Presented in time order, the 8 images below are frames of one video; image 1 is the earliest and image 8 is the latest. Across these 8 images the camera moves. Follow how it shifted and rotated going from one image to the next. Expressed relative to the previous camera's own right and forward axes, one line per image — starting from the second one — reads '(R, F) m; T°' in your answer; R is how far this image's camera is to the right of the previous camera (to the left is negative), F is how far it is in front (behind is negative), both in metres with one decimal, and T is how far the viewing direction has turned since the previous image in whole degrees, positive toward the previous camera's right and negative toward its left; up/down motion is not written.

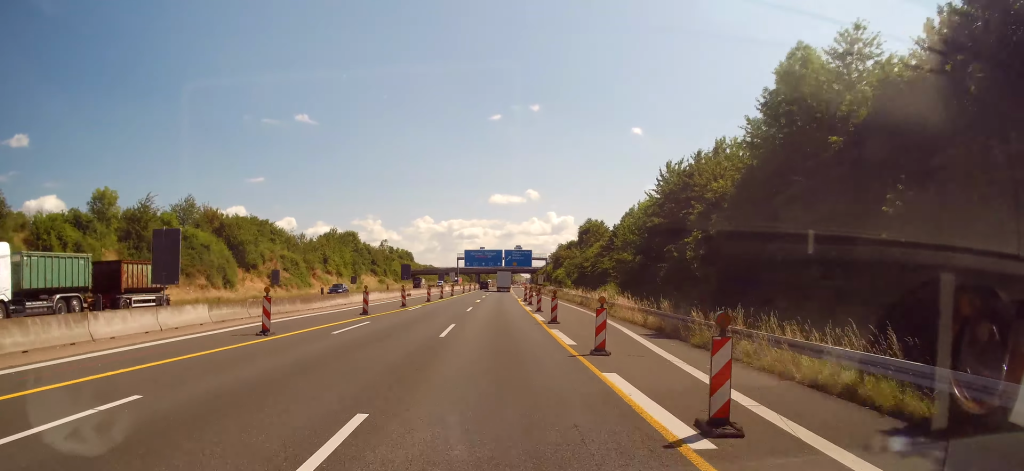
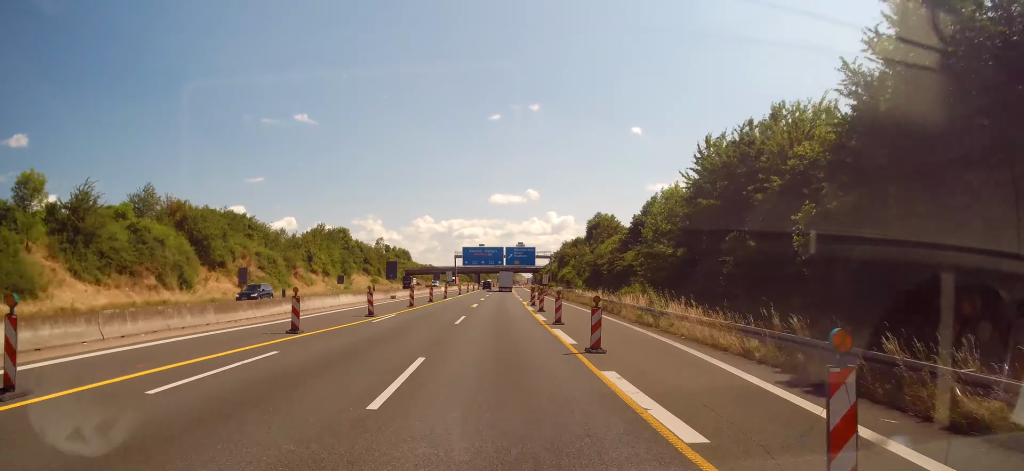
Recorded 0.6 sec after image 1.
(0.0, +12.3) m; +1°
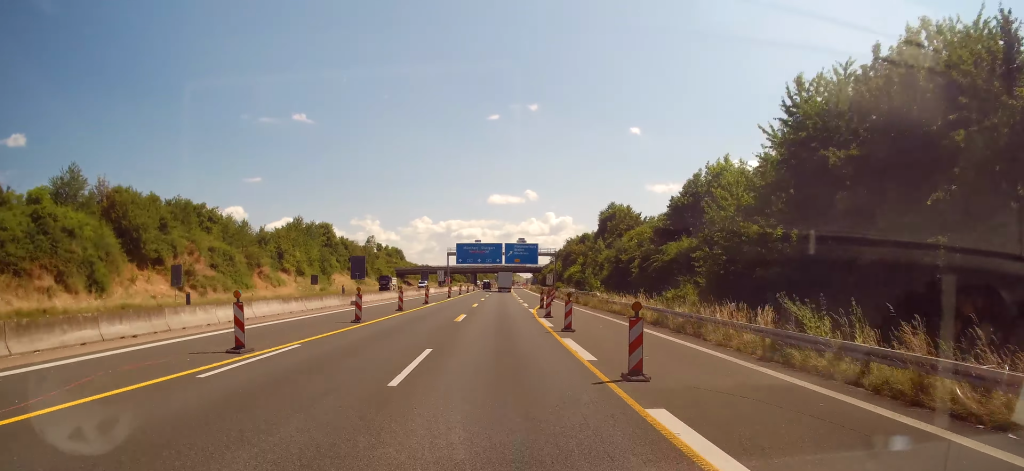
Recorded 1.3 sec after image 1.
(0.0, +15.3) m; +1°
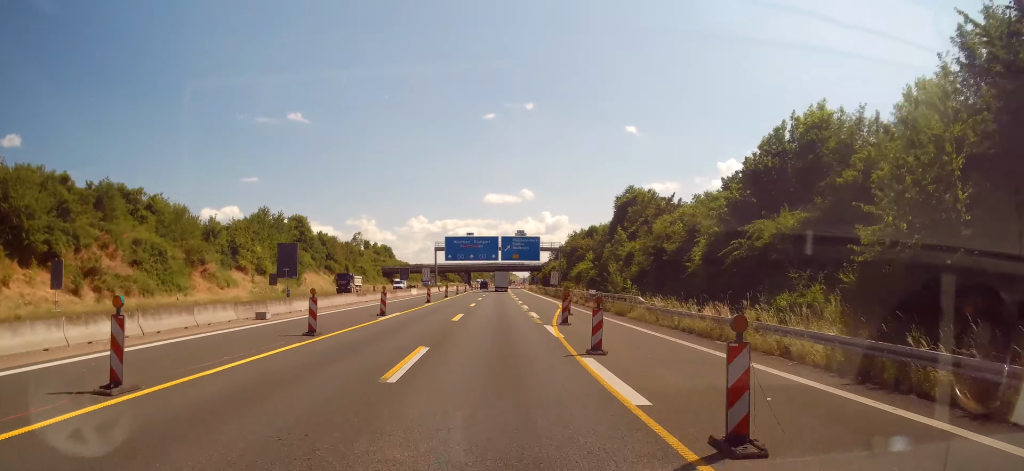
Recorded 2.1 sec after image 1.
(+0.3, +18.3) m; 0°
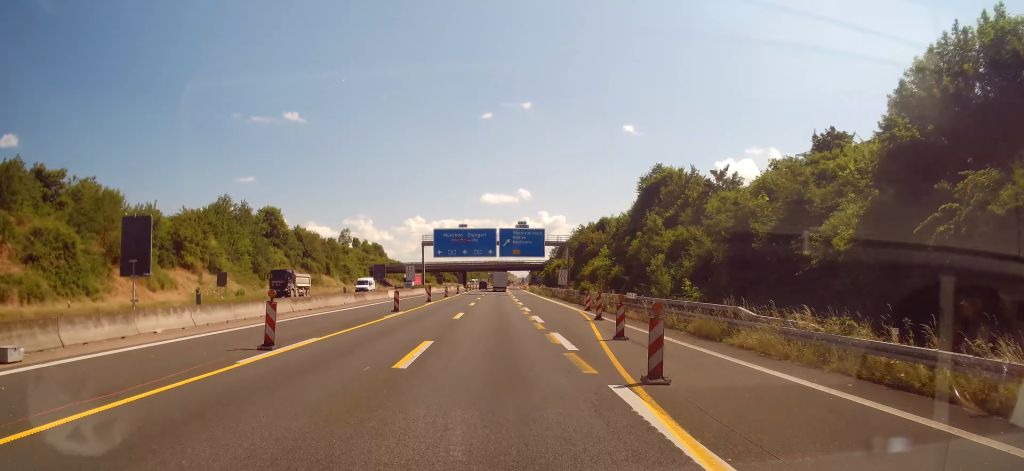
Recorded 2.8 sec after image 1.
(-0.1, +16.2) m; -1°
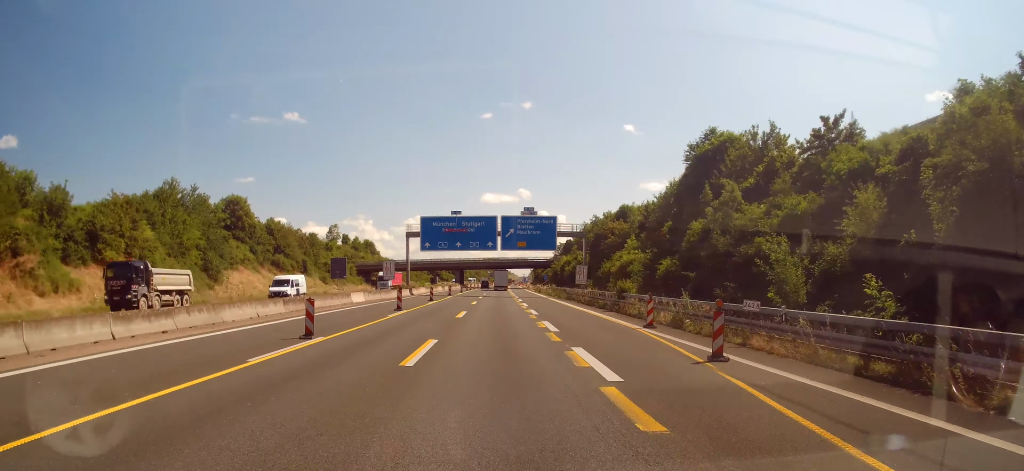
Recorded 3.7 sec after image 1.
(-0.2, +18.4) m; -1°
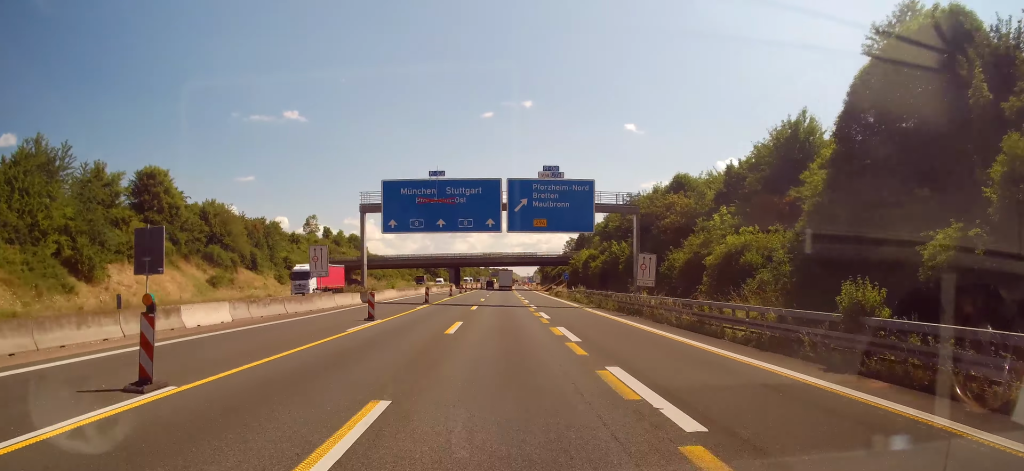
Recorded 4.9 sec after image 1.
(0.0, +28.0) m; +1°
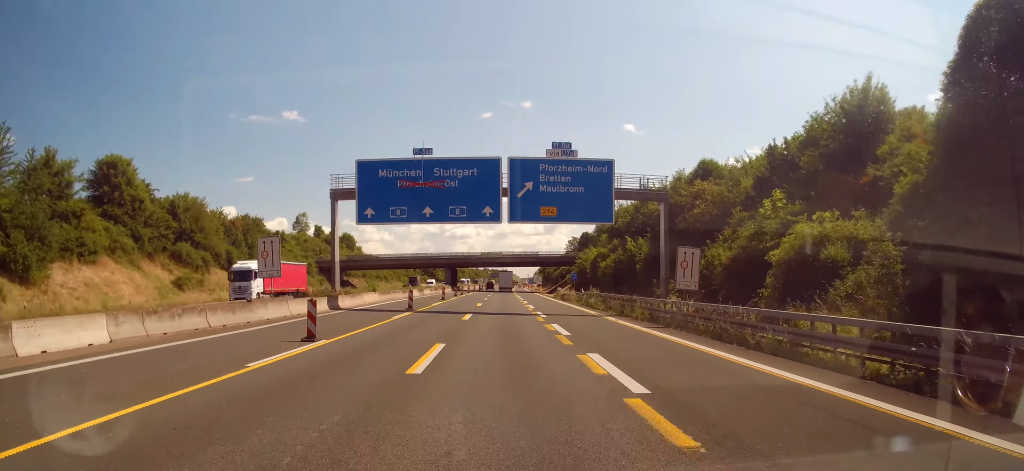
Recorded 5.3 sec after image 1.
(-0.1, +8.9) m; +1°
